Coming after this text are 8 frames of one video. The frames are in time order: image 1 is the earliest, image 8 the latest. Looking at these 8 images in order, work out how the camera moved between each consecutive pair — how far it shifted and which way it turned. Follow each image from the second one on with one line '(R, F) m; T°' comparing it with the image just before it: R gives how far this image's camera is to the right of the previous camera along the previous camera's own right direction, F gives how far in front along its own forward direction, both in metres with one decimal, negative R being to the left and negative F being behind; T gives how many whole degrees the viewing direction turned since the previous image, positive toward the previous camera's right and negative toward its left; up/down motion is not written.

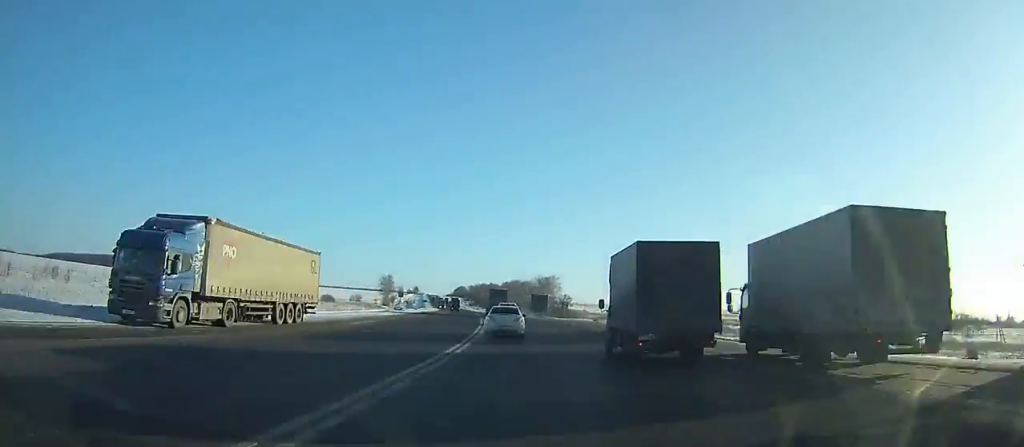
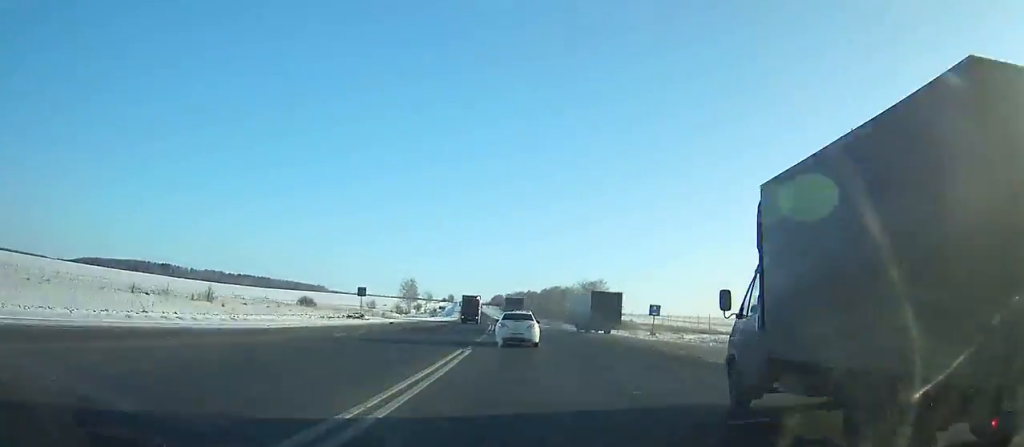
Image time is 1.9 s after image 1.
(-1.2, +41.9) m; -2°
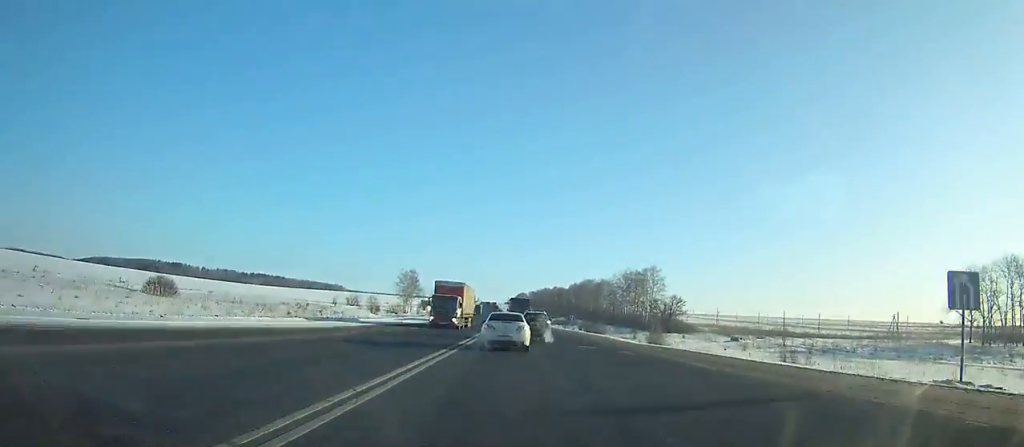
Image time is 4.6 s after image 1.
(-1.7, +59.6) m; -3°
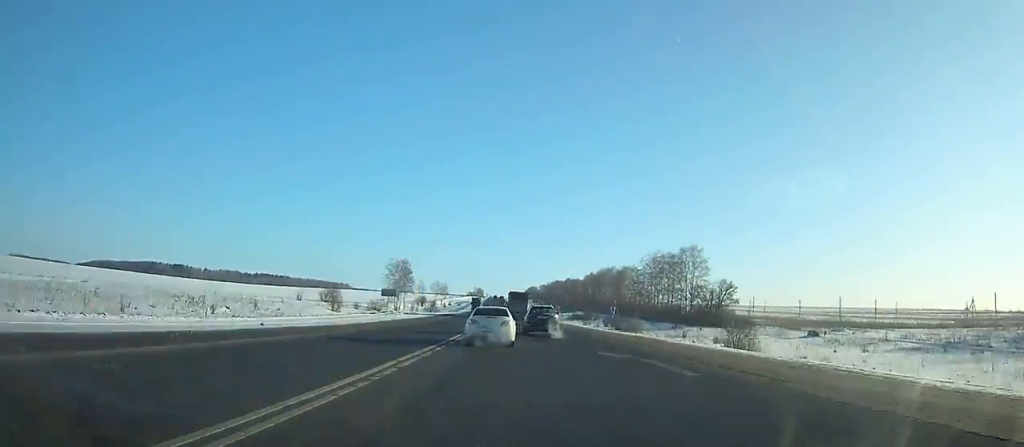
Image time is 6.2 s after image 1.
(-0.3, +35.3) m; -1°
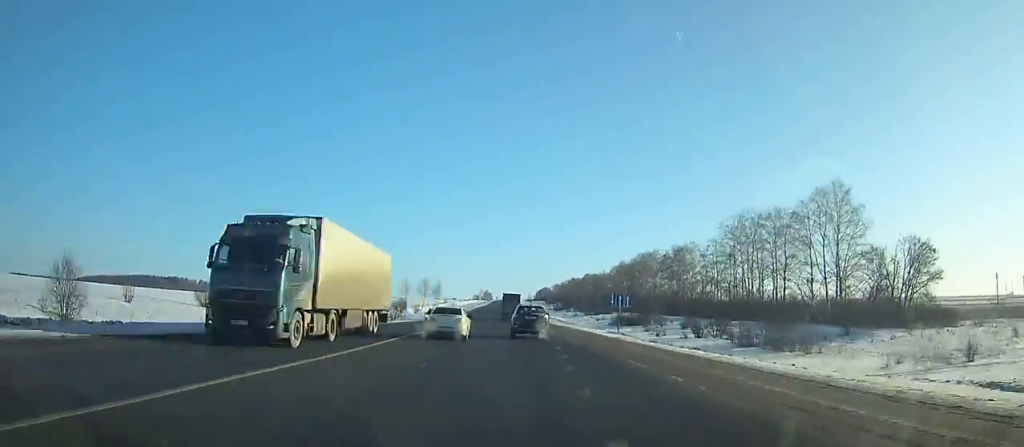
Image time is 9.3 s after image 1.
(-0.9, +67.4) m; -2°
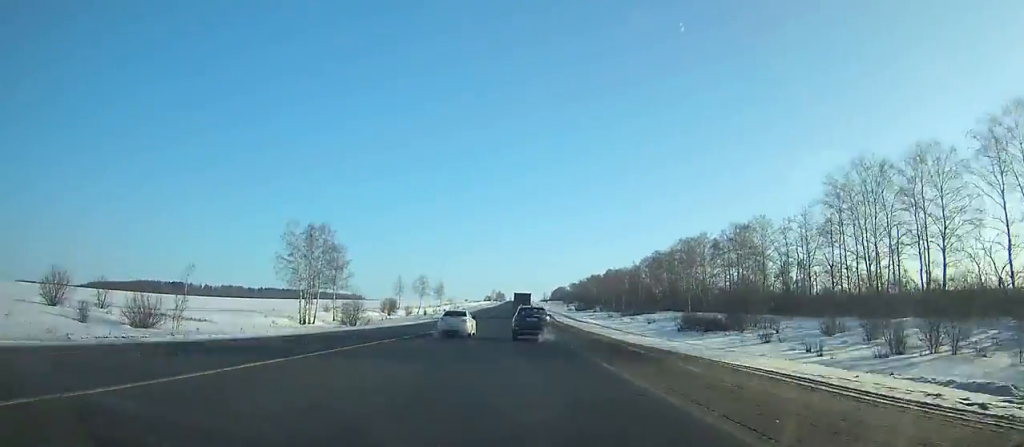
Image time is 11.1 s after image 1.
(-0.5, +38.4) m; -1°
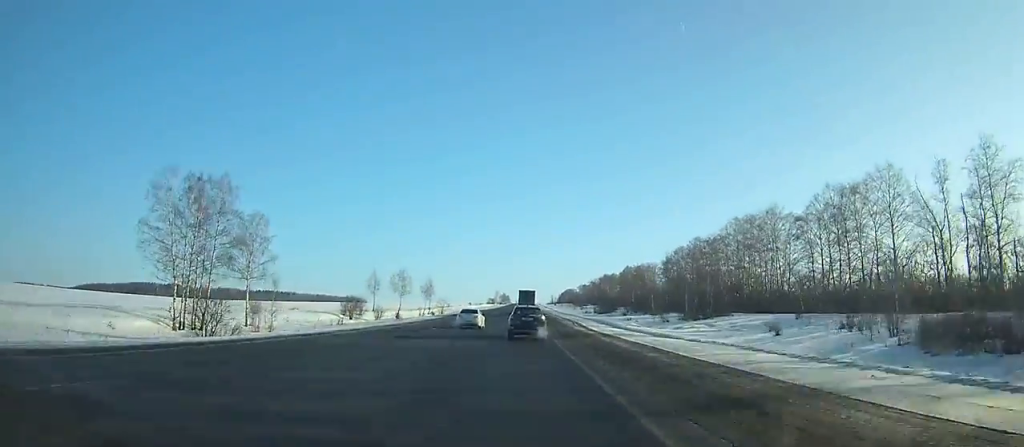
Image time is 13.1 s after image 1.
(-0.3, +42.2) m; 0°
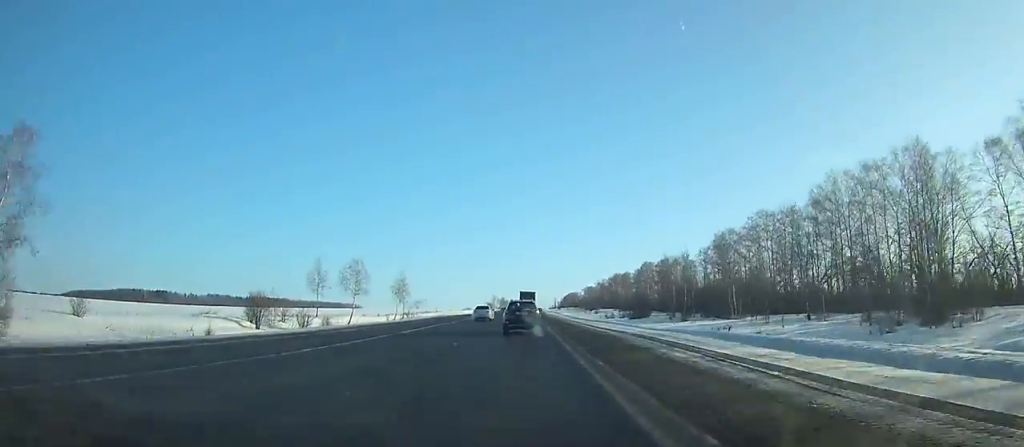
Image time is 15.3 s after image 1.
(-0.1, +45.8) m; 0°
